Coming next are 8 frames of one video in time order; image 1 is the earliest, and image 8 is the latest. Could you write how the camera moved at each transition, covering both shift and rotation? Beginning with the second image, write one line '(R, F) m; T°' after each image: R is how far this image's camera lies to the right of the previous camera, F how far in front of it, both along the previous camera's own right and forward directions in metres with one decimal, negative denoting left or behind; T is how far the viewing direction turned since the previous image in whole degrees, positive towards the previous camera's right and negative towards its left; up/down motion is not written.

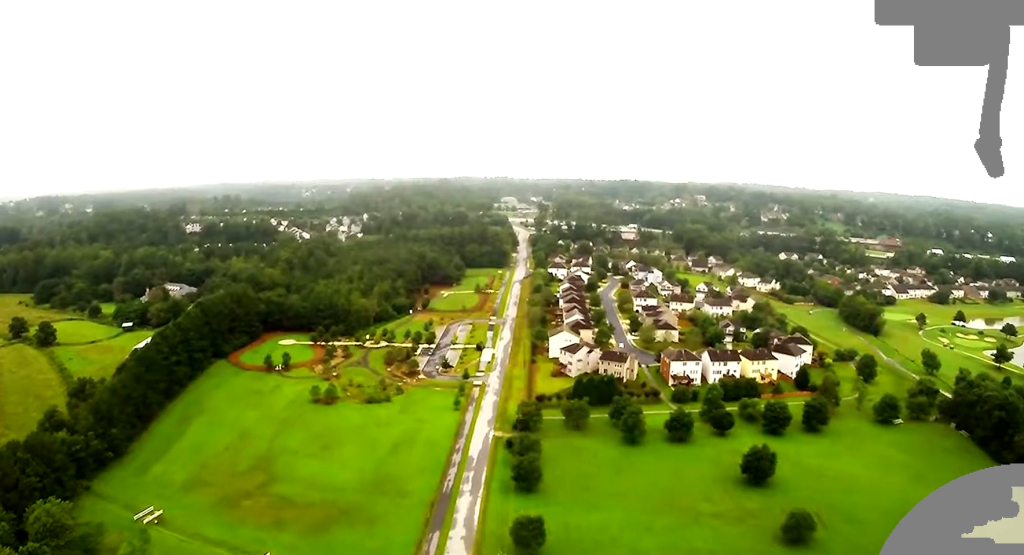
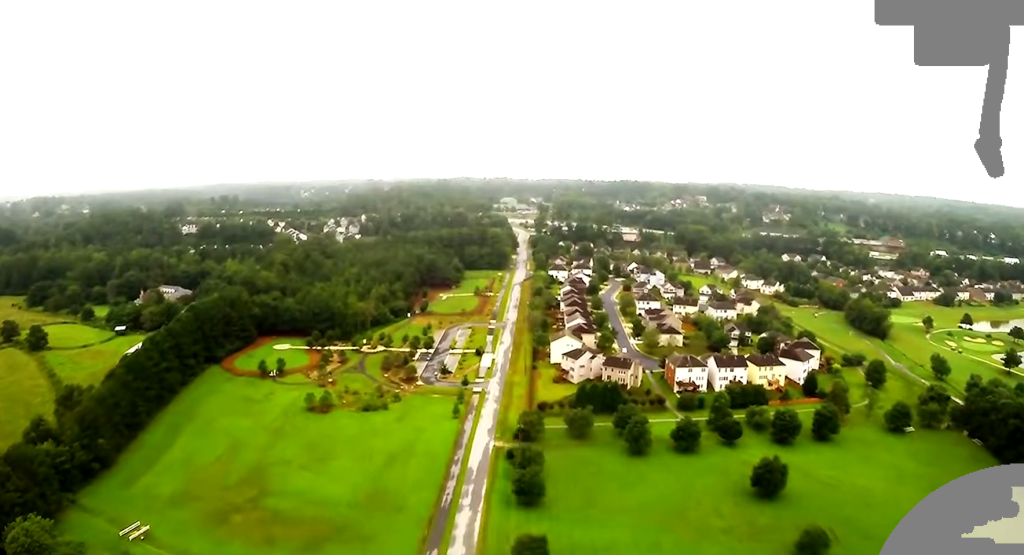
(0.0, +7.3) m; 0°
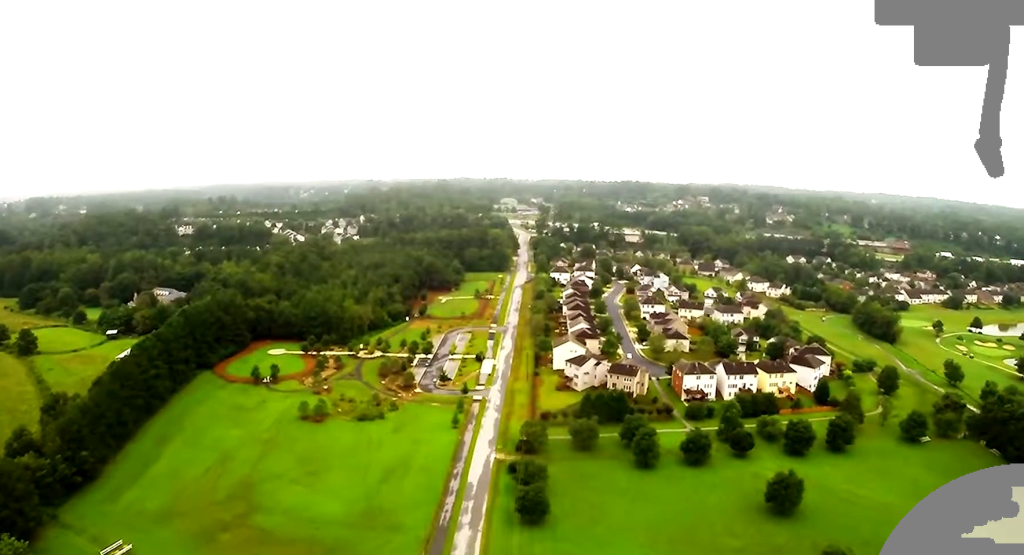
(0.0, +8.9) m; 0°
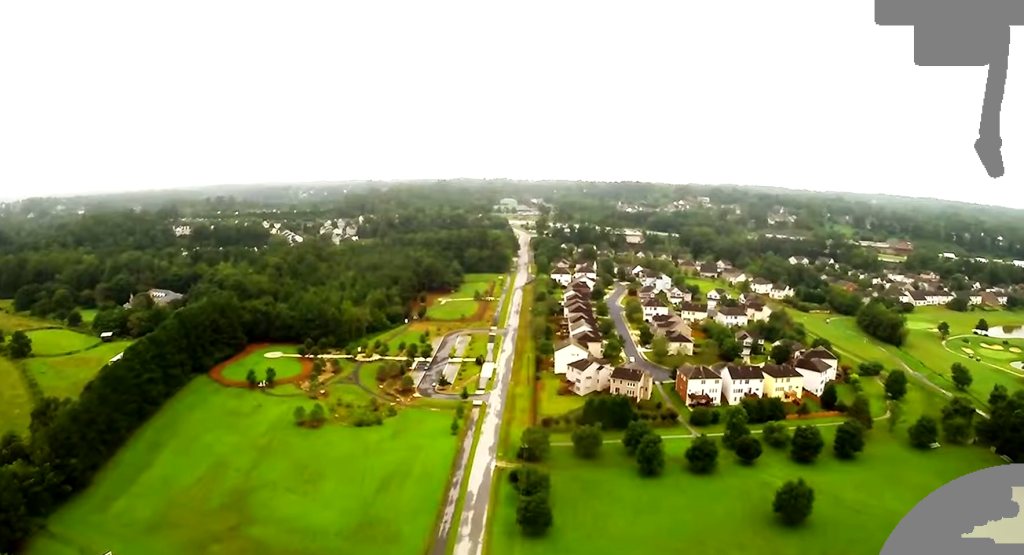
(0.0, +5.2) m; 0°
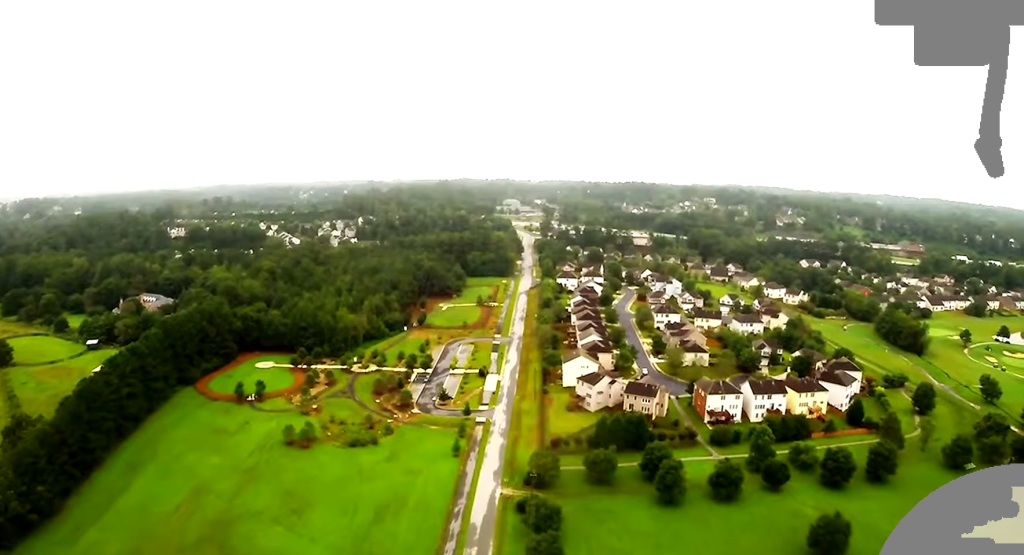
(0.0, +16.4) m; -1°
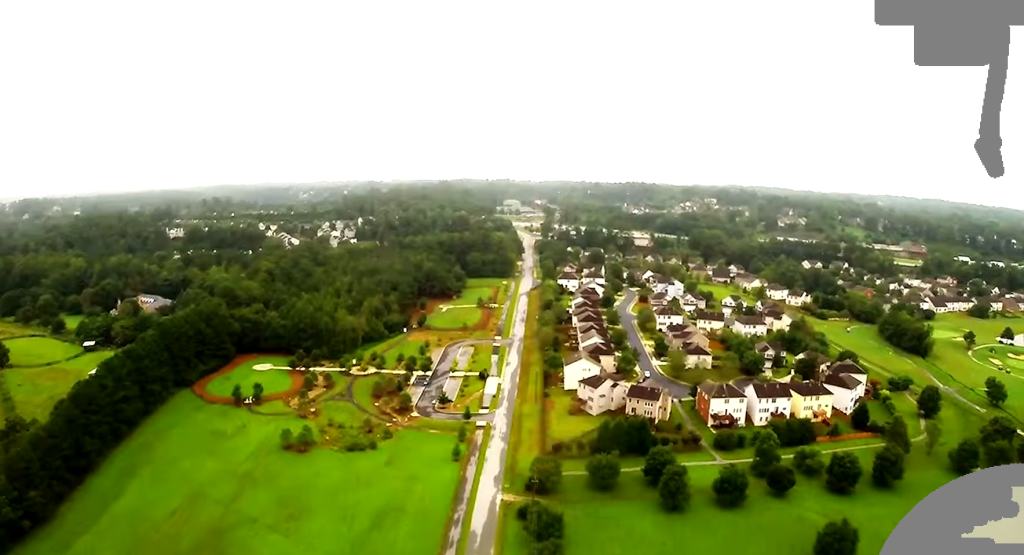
(0.0, +3.2) m; 0°
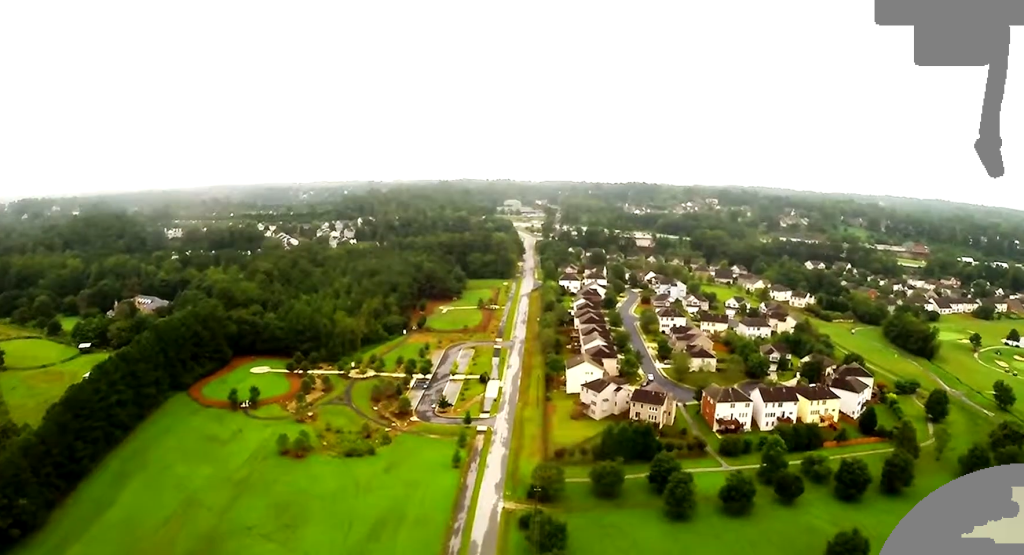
(-0.1, +4.4) m; -1°
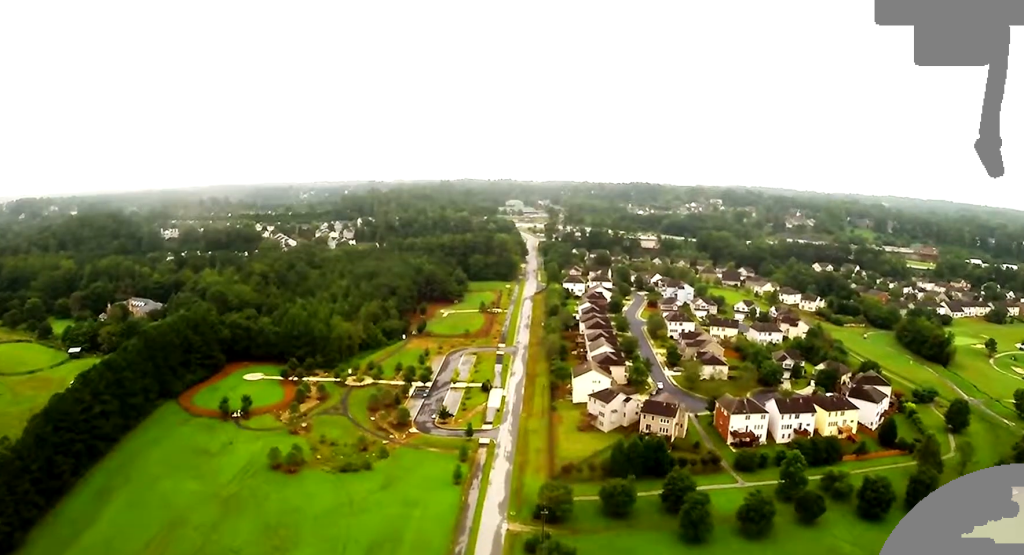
(-0.1, +10.8) m; 0°
